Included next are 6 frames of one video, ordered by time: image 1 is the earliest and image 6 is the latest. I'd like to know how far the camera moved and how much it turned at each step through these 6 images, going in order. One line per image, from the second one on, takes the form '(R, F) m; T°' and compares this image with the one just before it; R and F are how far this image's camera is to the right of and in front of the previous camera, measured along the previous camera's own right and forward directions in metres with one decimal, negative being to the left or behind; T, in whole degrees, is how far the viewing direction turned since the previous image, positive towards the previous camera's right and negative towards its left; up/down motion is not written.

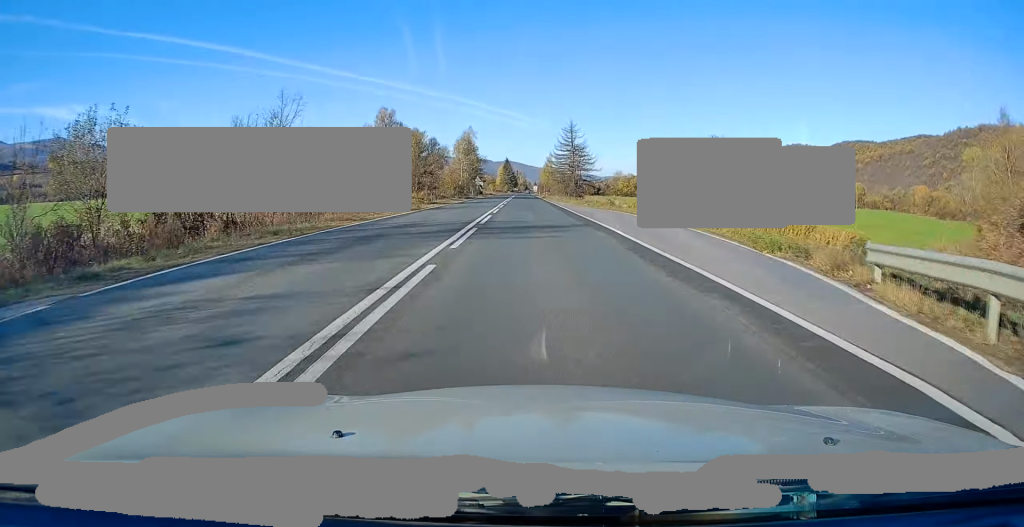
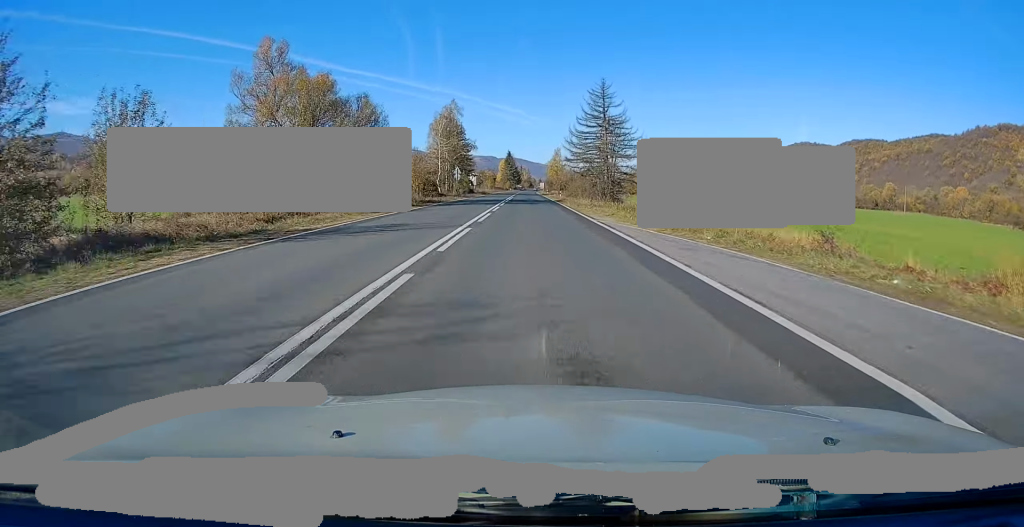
(+0.2, +36.1) m; 0°
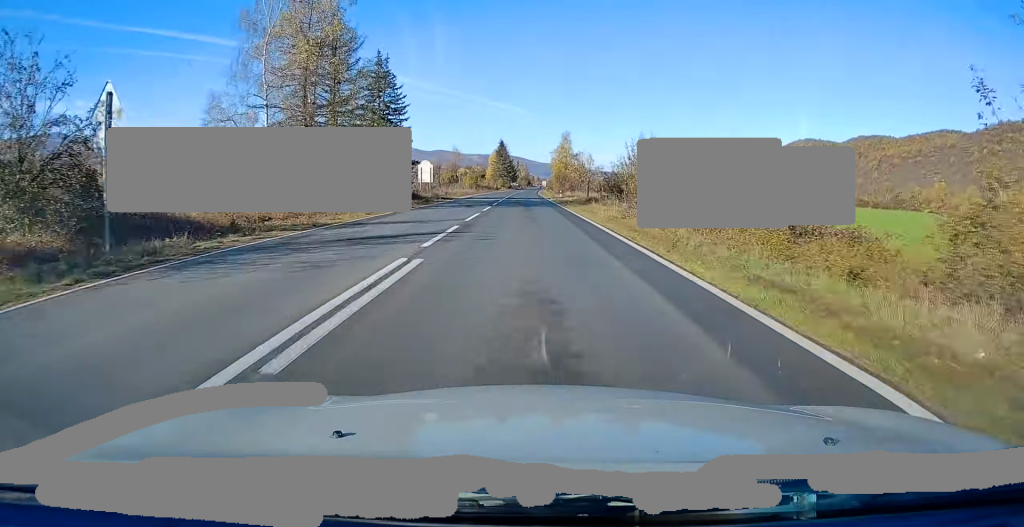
(+0.2, +59.4) m; 0°
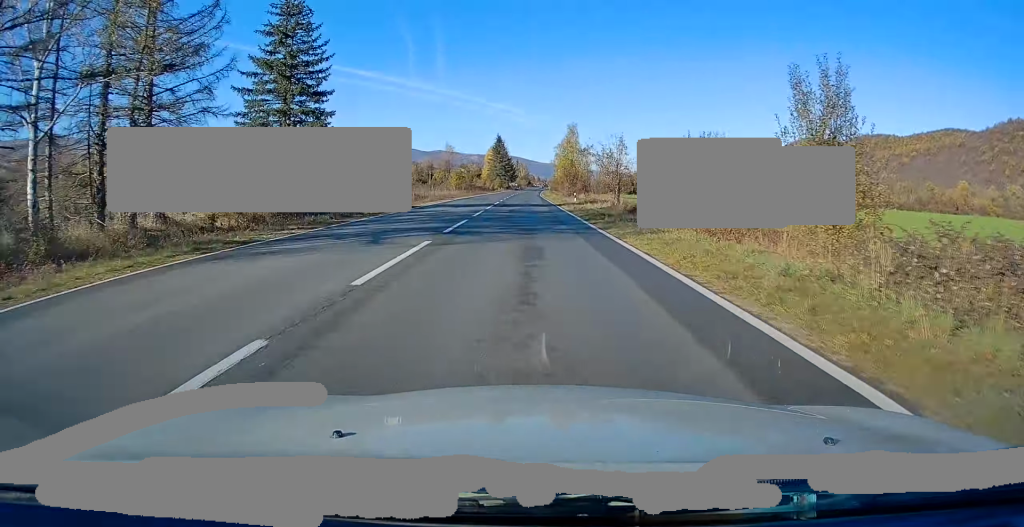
(-0.4, +21.9) m; -1°
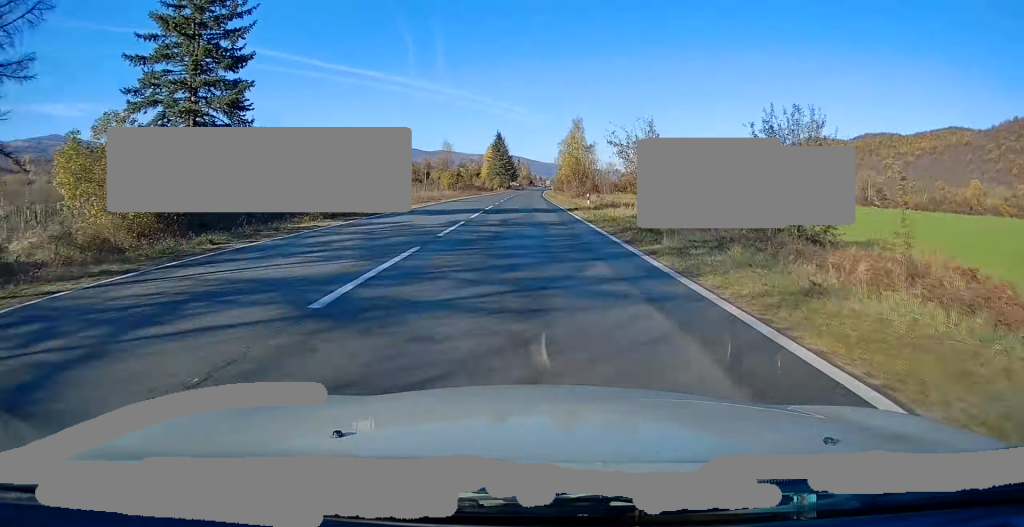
(0.0, +10.1) m; 0°
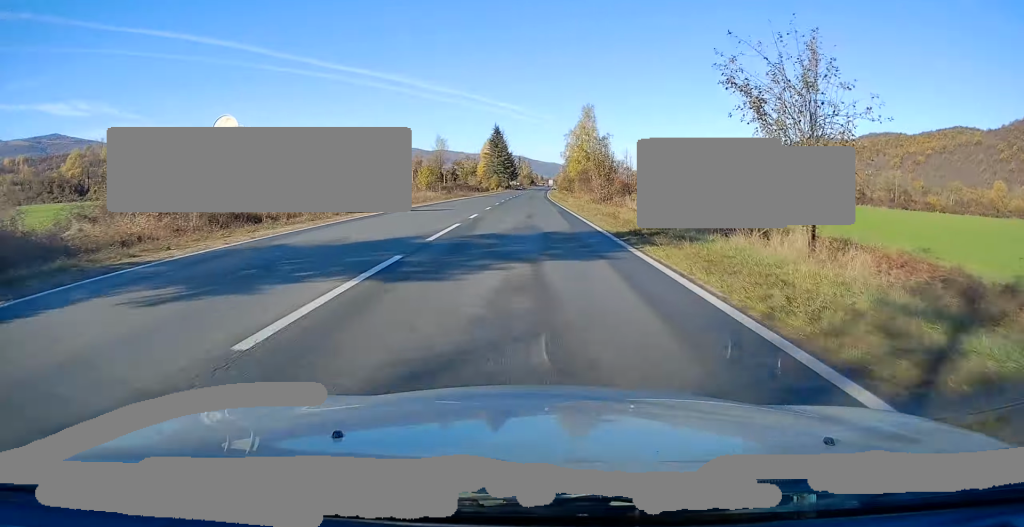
(0.0, +19.5) m; +1°
